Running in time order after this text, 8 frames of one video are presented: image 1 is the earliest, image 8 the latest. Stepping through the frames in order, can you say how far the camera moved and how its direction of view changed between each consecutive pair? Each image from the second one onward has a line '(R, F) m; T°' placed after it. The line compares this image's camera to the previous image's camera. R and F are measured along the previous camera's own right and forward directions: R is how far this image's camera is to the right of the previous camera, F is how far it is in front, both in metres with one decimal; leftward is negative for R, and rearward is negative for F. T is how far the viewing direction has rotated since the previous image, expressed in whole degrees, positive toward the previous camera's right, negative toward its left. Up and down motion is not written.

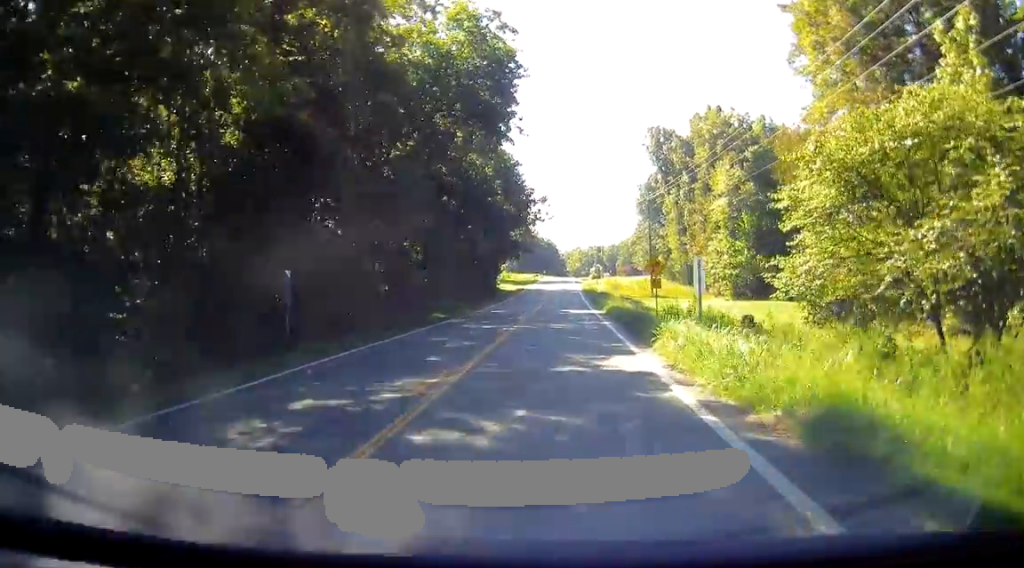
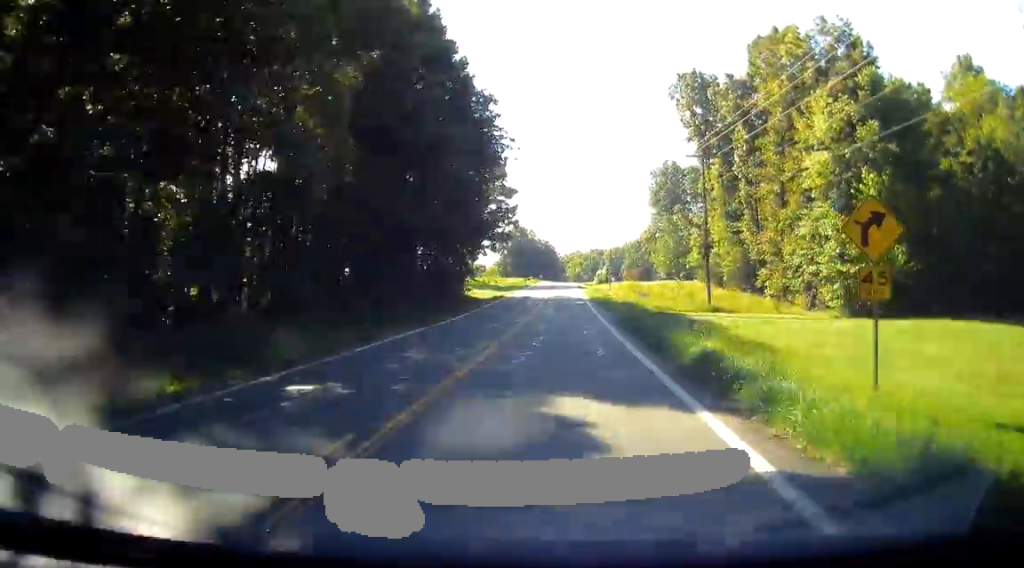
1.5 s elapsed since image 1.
(-0.6, +29.3) m; 0°
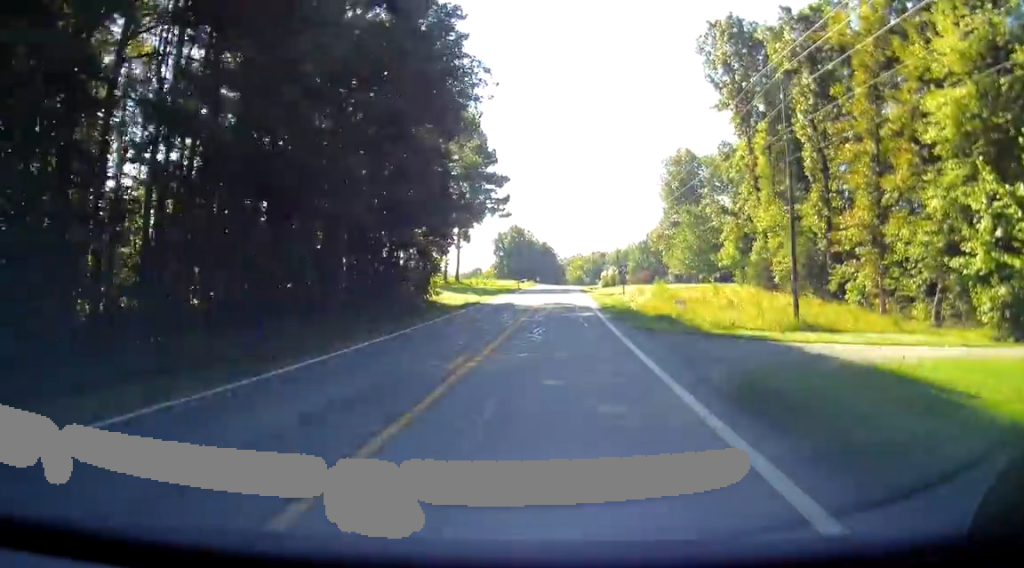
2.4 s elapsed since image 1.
(+0.3, +16.9) m; 0°
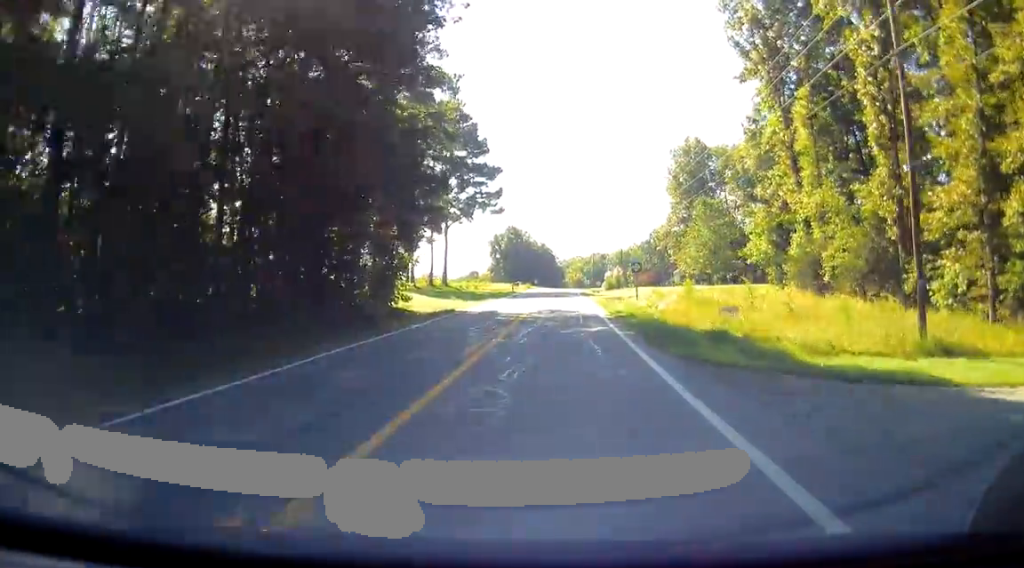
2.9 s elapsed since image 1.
(+0.1, +10.2) m; 0°
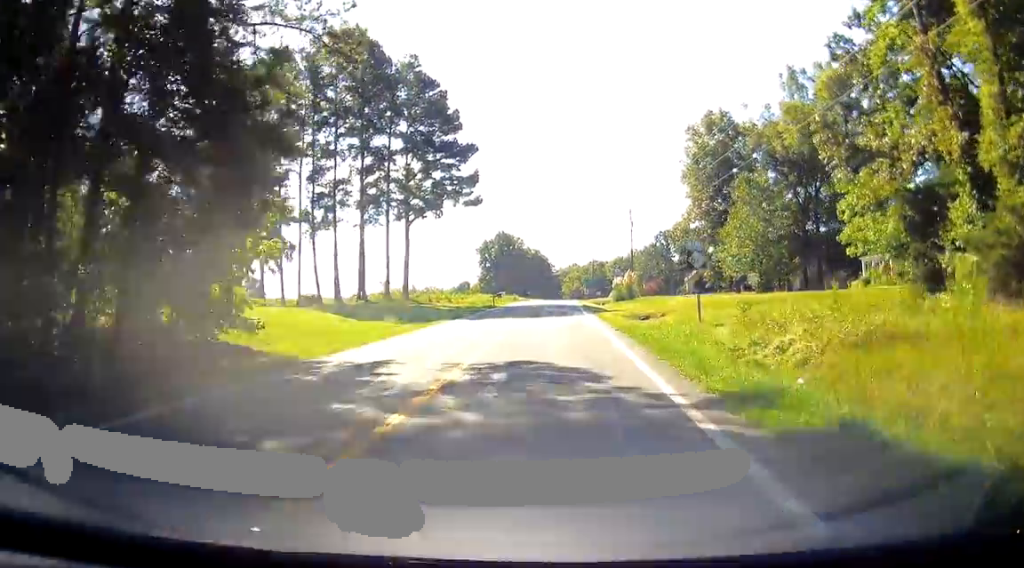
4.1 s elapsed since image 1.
(-0.2, +21.3) m; -1°
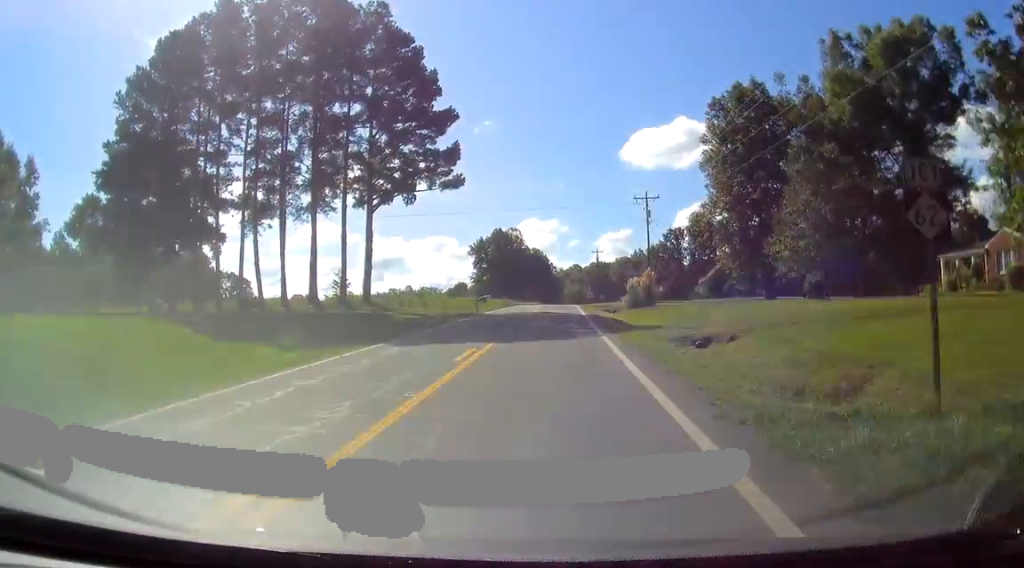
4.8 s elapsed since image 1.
(+0.1, +14.7) m; -1°
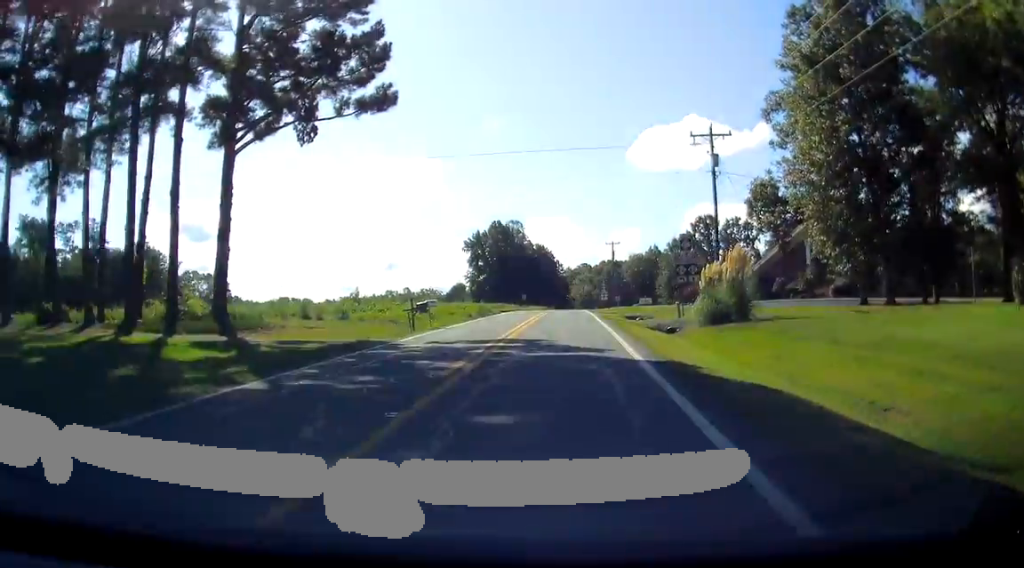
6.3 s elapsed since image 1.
(-0.1, +27.0) m; +1°
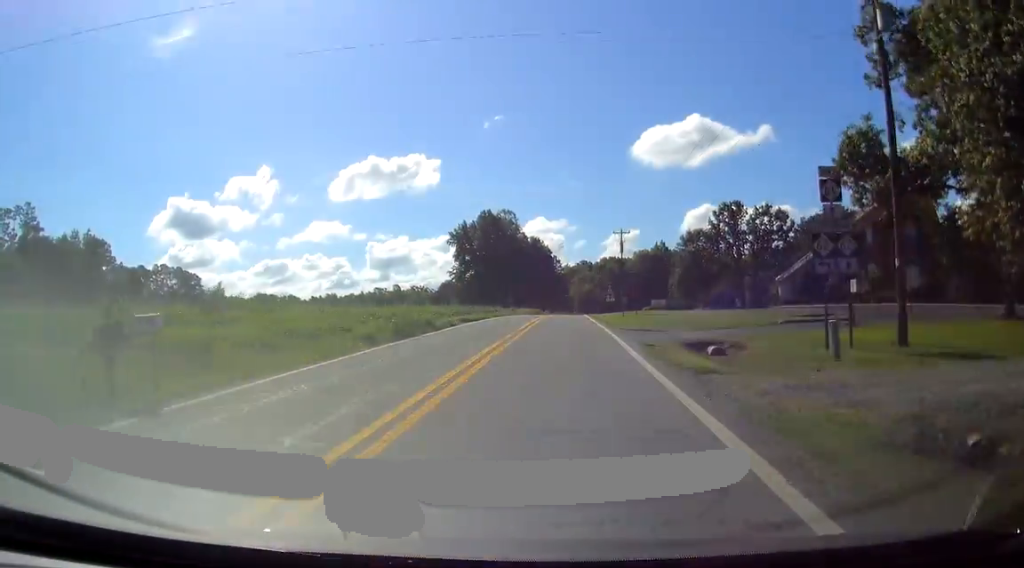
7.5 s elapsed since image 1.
(+0.1, +21.9) m; 0°
